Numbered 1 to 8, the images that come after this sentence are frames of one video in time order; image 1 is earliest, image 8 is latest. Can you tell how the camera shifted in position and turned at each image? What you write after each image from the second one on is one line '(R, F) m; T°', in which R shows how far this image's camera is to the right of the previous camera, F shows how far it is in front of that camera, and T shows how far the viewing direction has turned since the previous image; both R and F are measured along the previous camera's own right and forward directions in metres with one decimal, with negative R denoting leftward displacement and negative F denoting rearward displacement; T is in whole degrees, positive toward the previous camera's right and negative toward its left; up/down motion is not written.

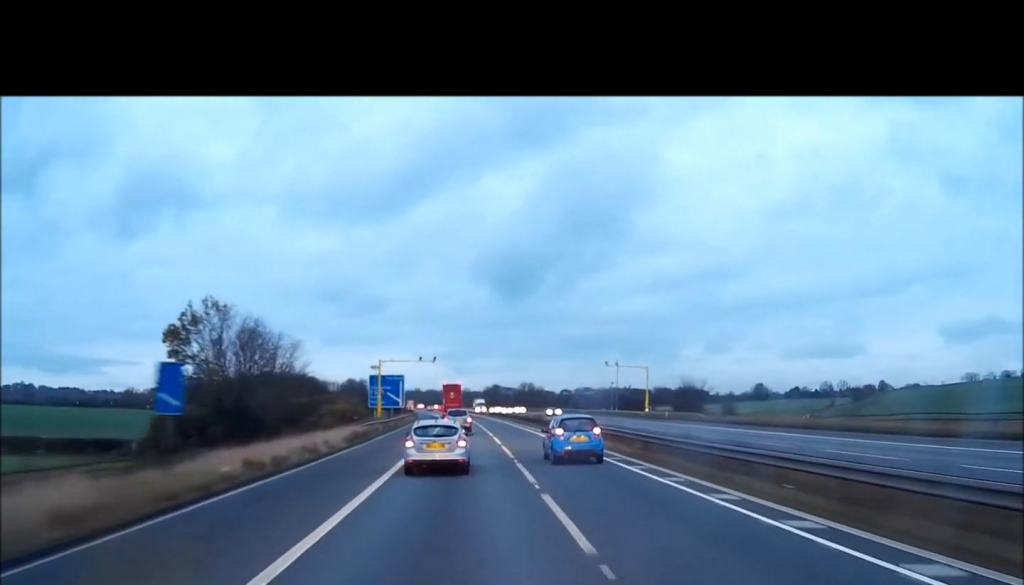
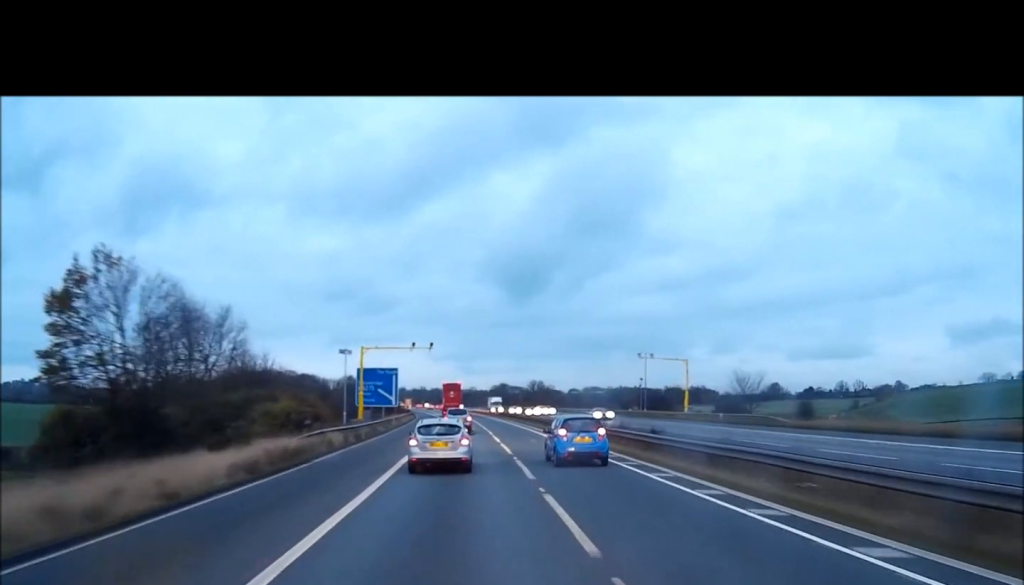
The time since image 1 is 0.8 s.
(0.0, +17.2) m; -1°
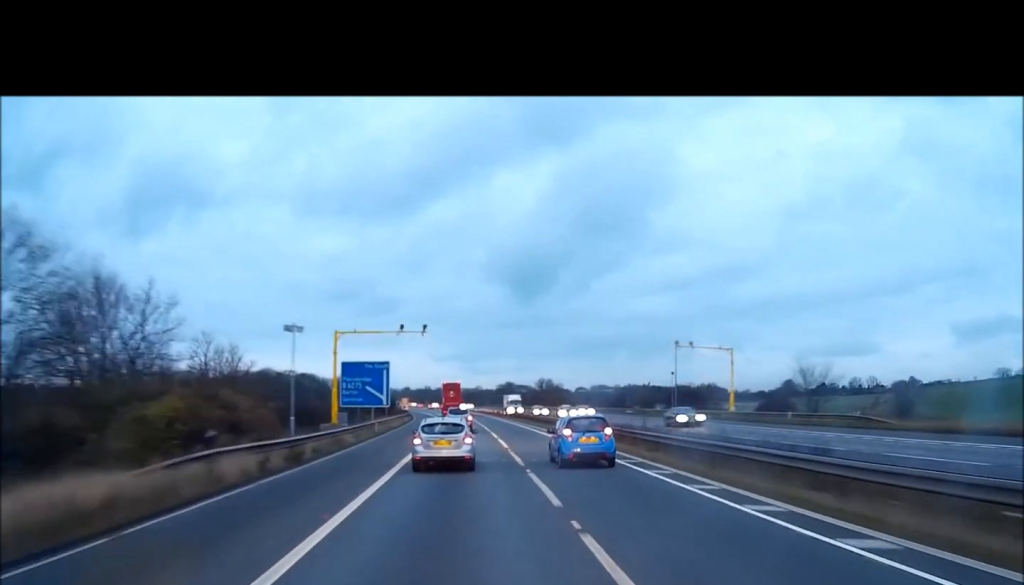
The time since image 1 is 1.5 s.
(-0.1, +14.5) m; -1°
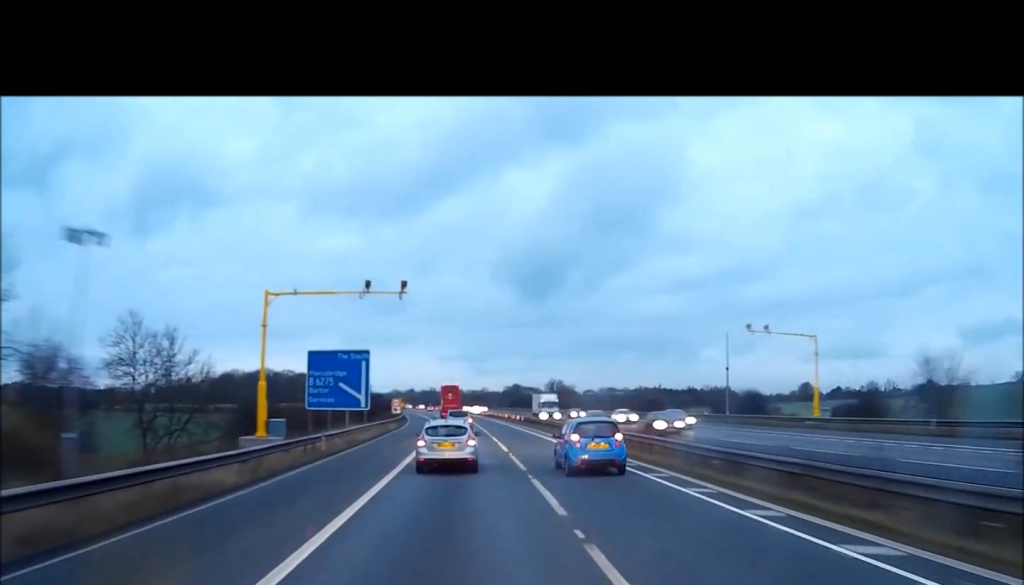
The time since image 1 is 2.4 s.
(-0.1, +18.8) m; 0°
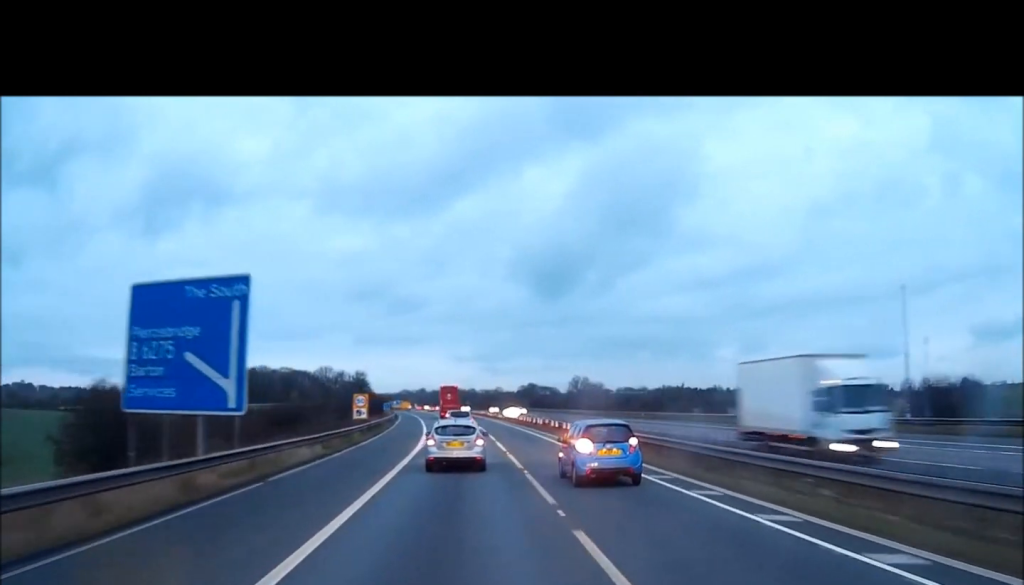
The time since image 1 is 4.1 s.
(-0.3, +34.9) m; -1°
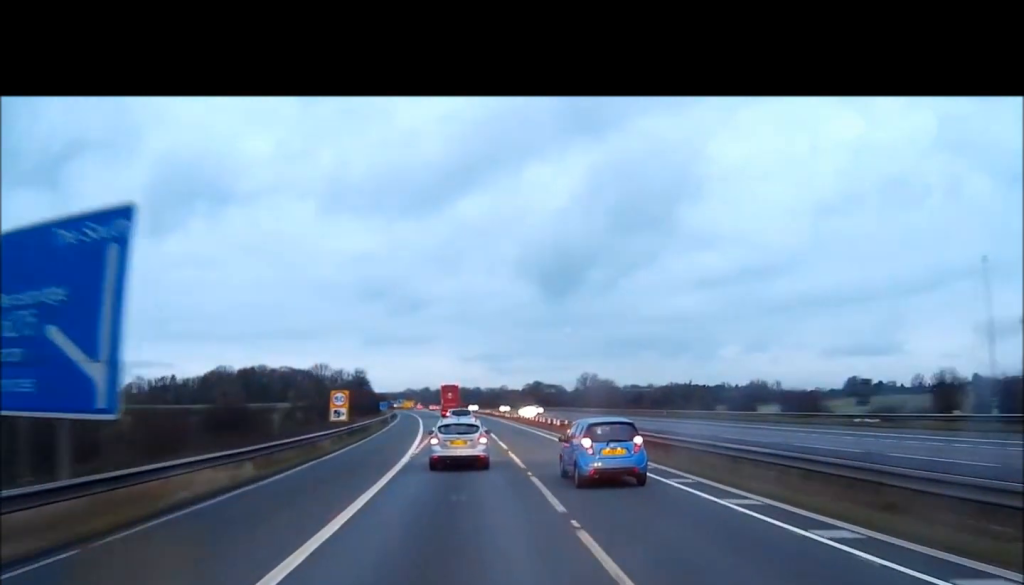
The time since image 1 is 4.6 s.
(0.0, +9.8) m; 0°
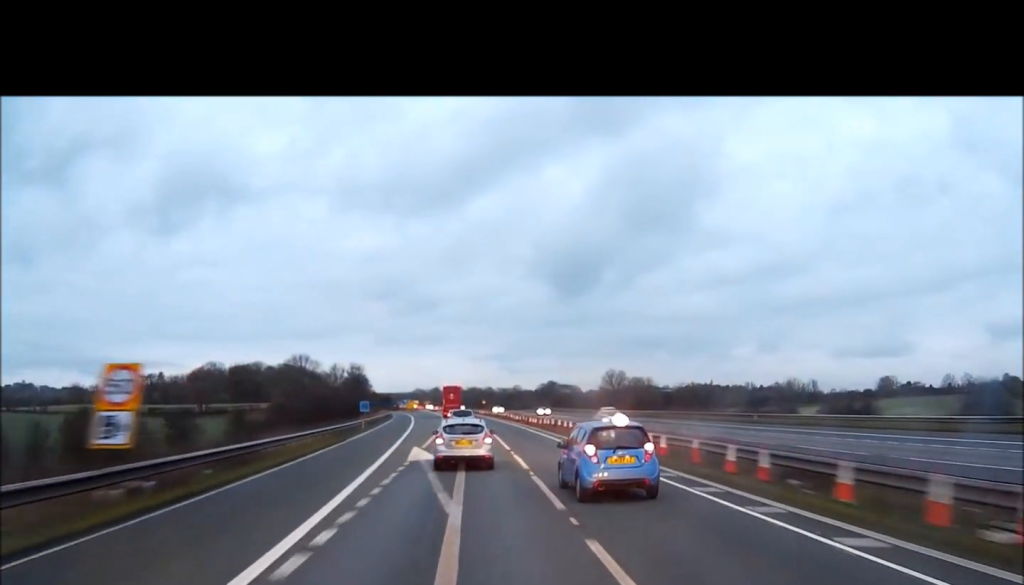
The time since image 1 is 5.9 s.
(-0.1, +27.9) m; -1°
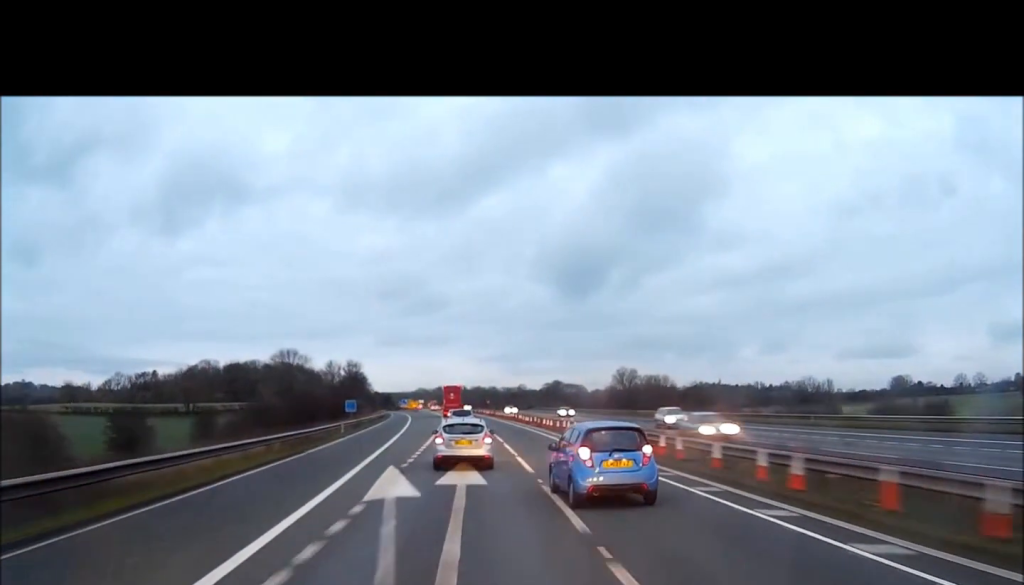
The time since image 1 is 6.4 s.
(0.0, +11.2) m; 0°
